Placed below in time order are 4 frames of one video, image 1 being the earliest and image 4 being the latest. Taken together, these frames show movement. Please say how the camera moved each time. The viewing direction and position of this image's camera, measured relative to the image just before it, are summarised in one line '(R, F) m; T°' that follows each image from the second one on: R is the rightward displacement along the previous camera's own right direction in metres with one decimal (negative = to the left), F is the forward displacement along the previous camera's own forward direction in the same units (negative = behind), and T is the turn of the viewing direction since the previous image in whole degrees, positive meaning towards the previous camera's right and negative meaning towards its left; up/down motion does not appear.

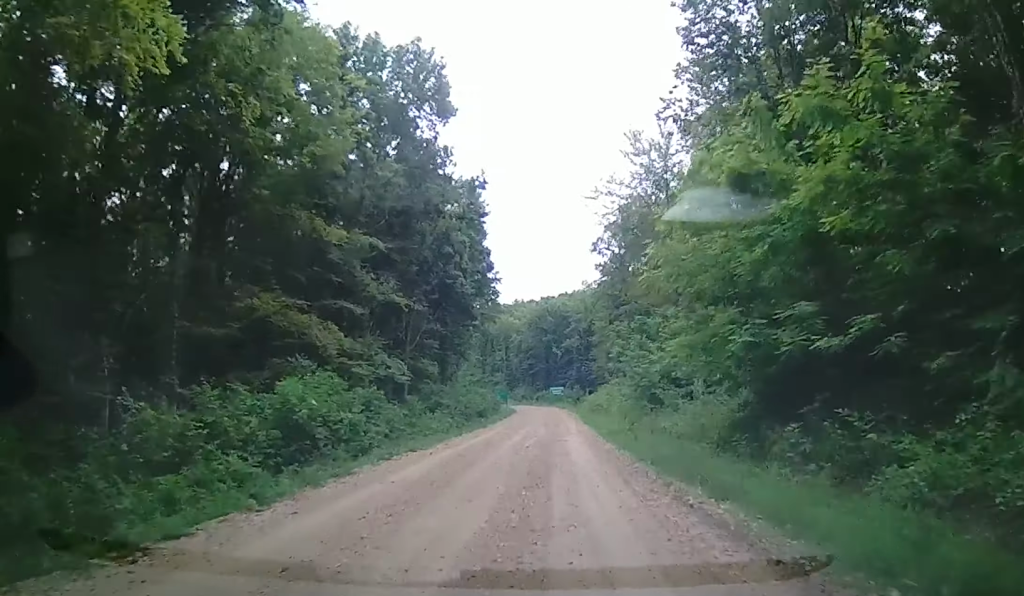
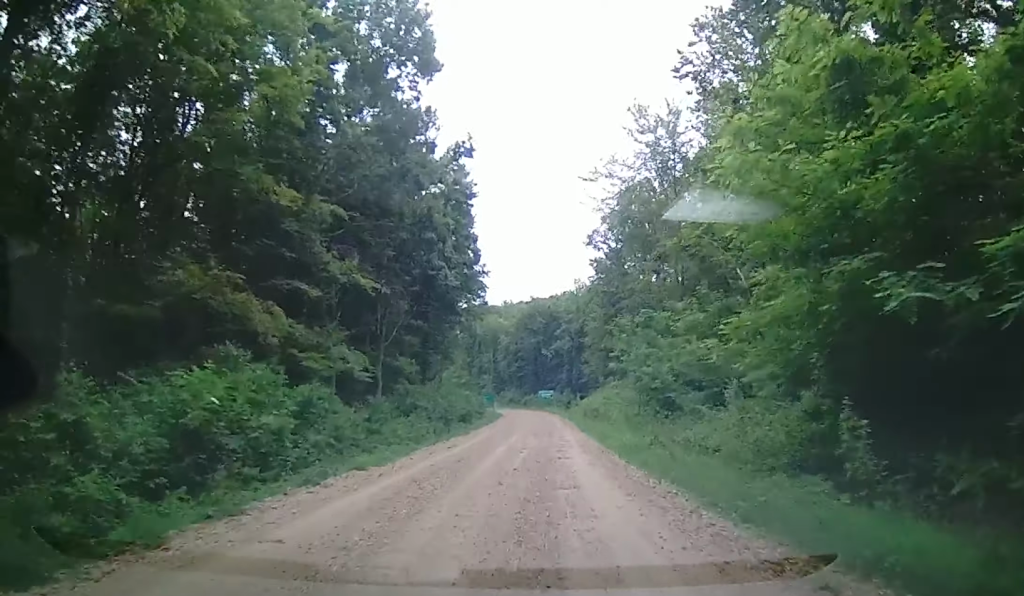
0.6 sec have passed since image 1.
(-0.3, +5.0) m; +1°
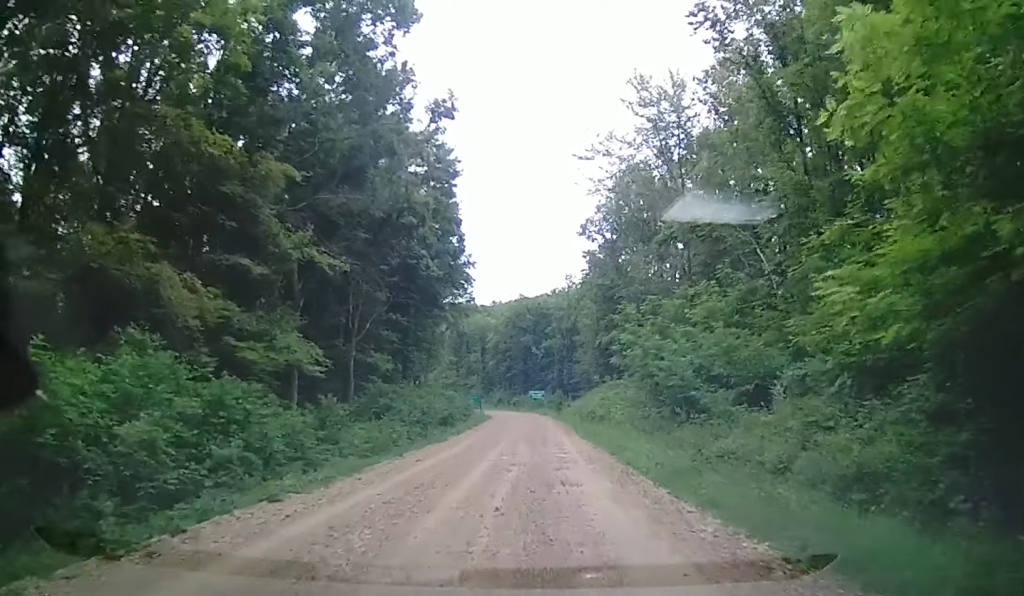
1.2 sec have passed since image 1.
(+0.3, +4.6) m; 0°
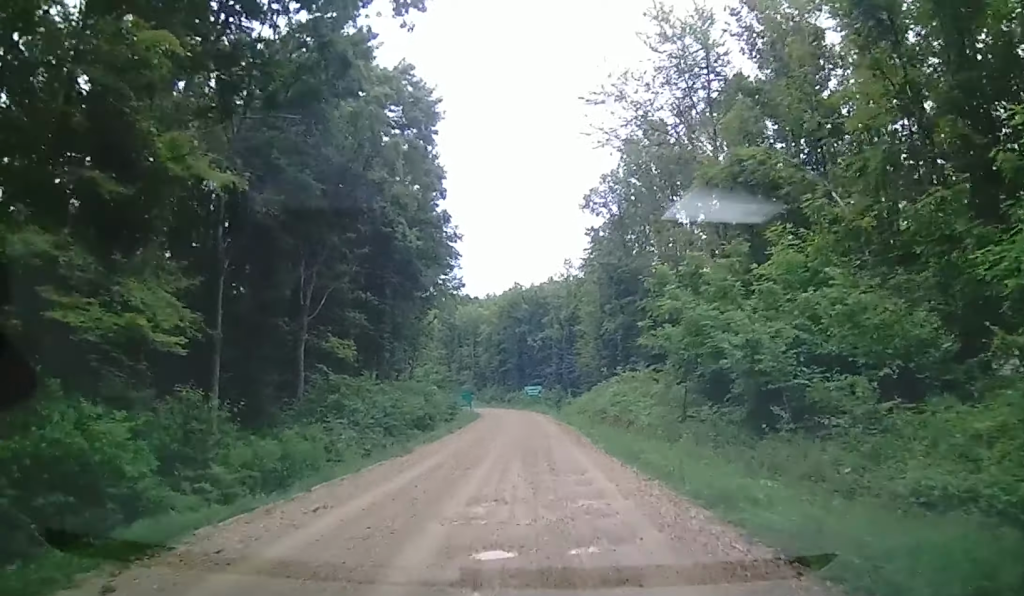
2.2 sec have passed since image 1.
(0.0, +8.4) m; 0°
